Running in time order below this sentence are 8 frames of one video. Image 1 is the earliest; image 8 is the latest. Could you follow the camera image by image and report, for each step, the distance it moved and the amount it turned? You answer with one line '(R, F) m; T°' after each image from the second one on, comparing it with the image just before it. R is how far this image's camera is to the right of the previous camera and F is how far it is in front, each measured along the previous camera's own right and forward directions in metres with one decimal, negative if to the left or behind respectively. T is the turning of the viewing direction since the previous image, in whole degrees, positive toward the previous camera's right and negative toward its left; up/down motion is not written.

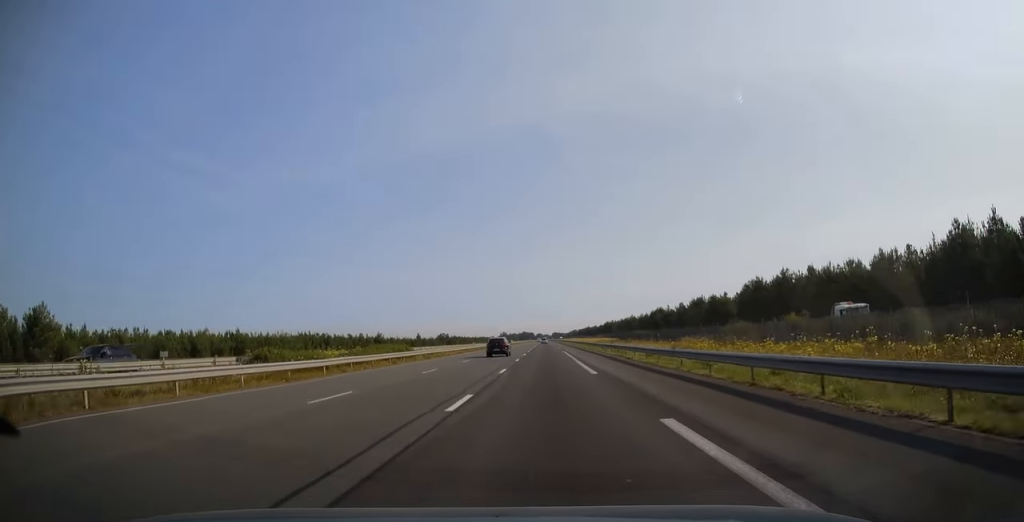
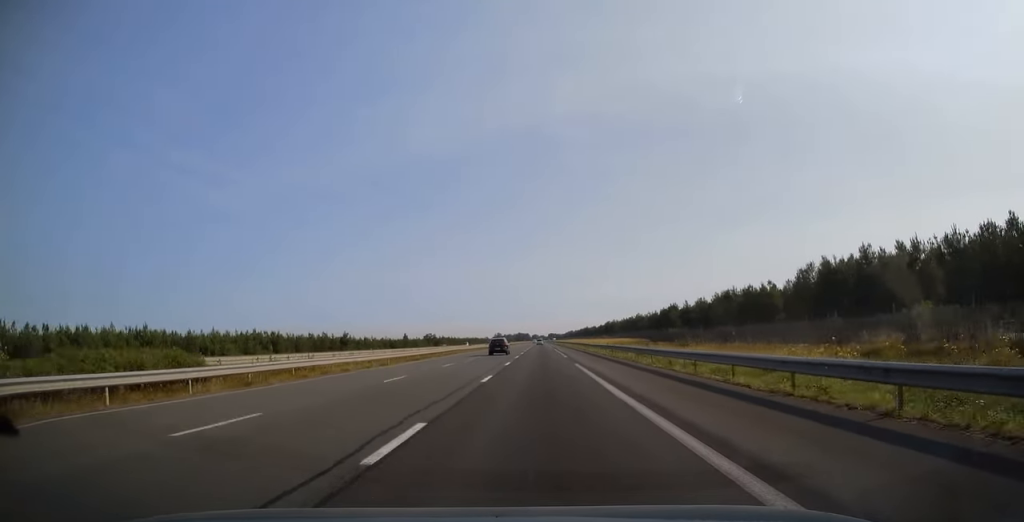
(+0.1, +31.1) m; 0°
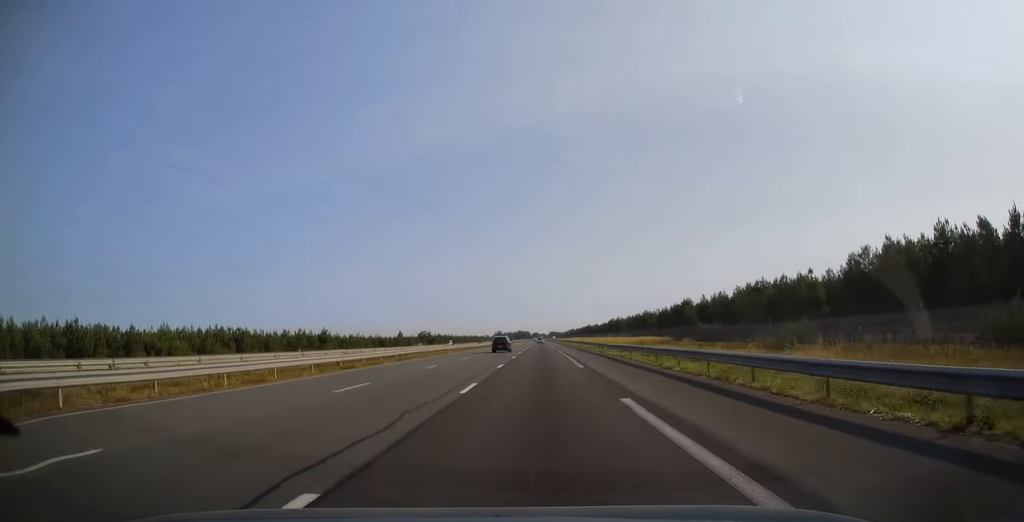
(+0.1, +17.7) m; 0°
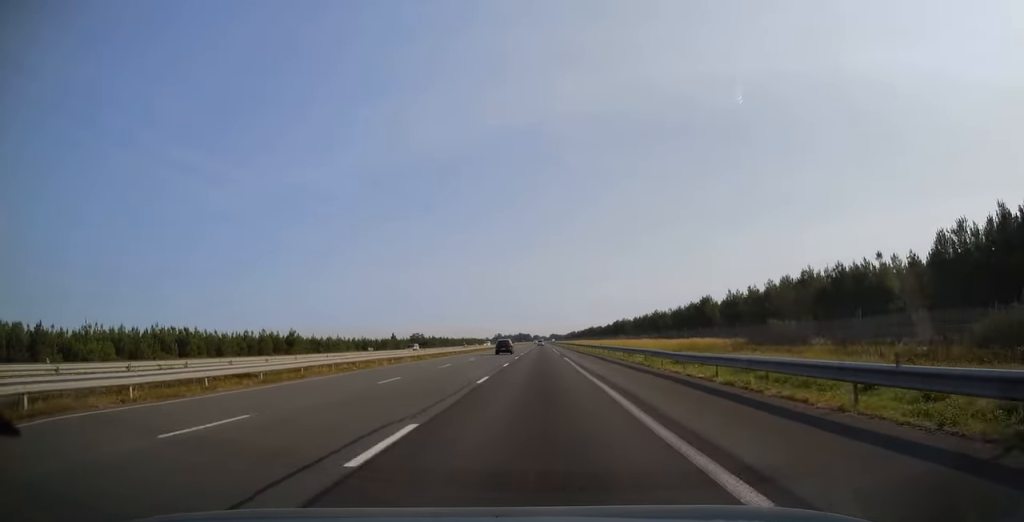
(0.0, +21.1) m; 0°
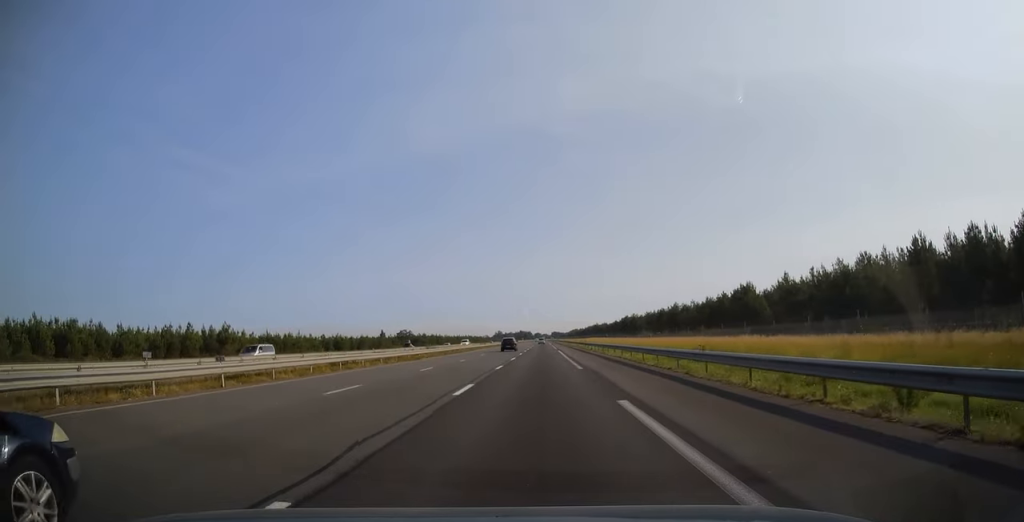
(-0.1, +31.0) m; 0°
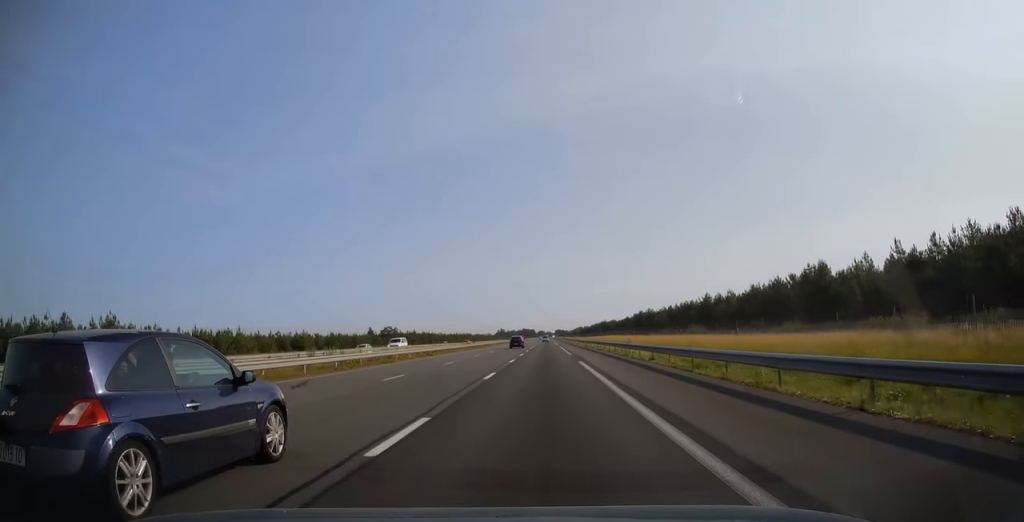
(-0.1, +33.4) m; 0°
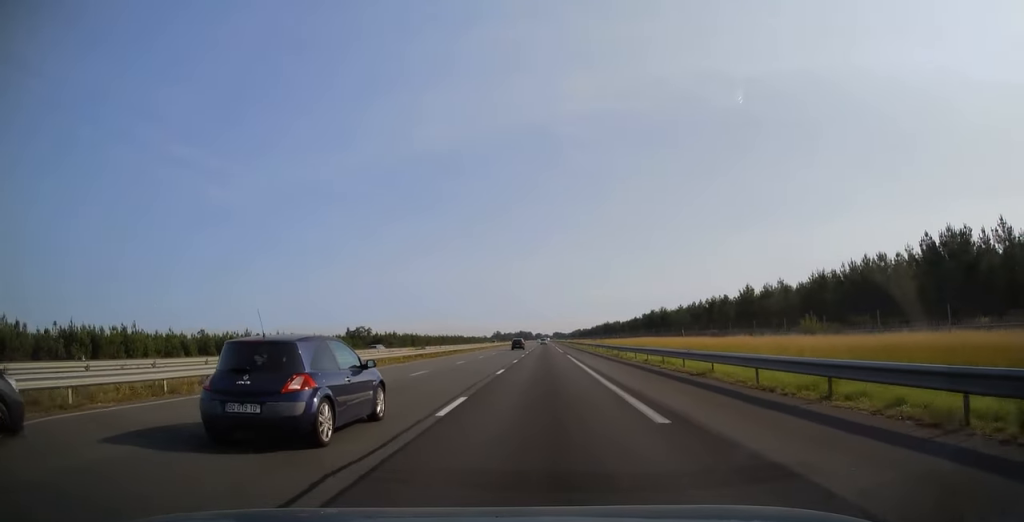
(0.0, +34.4) m; 0°
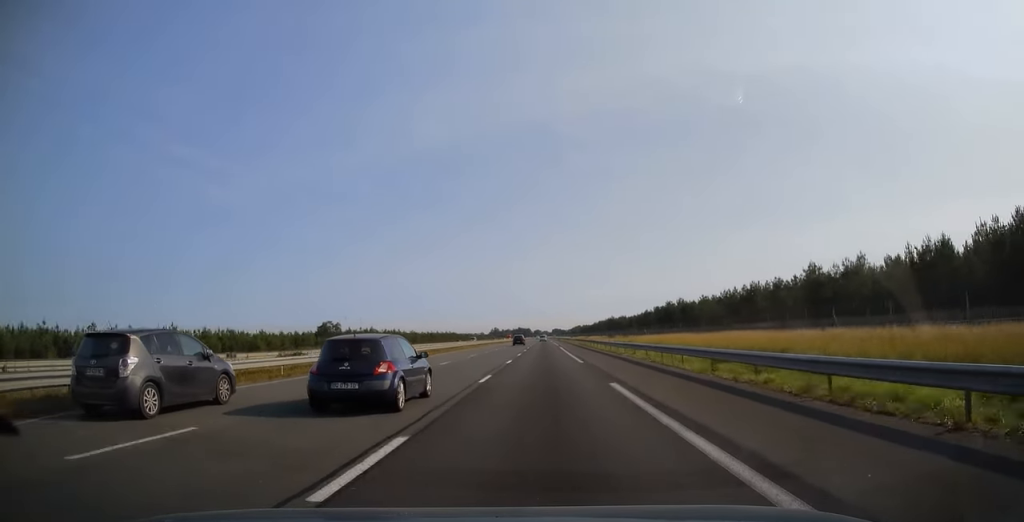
(0.0, +31.9) m; 0°
